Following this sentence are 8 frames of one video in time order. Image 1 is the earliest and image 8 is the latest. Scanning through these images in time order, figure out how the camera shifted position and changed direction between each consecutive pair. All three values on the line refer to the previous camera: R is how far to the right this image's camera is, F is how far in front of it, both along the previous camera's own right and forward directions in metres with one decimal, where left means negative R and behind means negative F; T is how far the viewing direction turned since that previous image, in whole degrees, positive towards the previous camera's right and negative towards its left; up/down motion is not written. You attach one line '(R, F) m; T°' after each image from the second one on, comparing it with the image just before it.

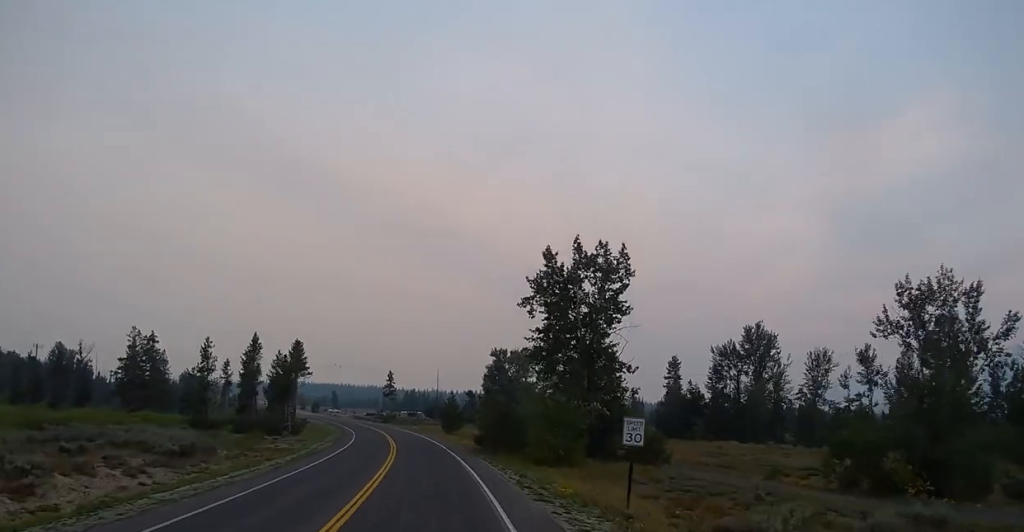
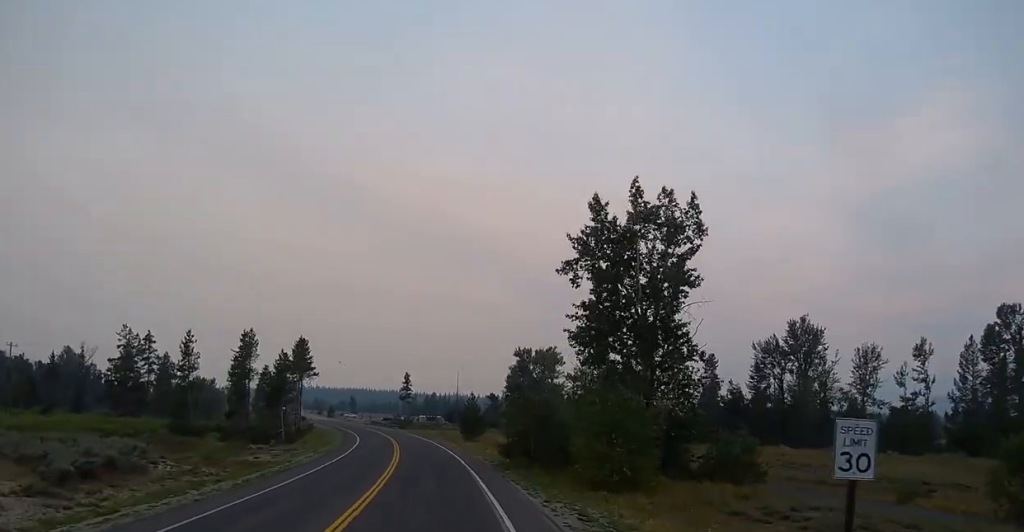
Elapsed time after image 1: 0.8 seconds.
(-0.2, +11.0) m; -2°
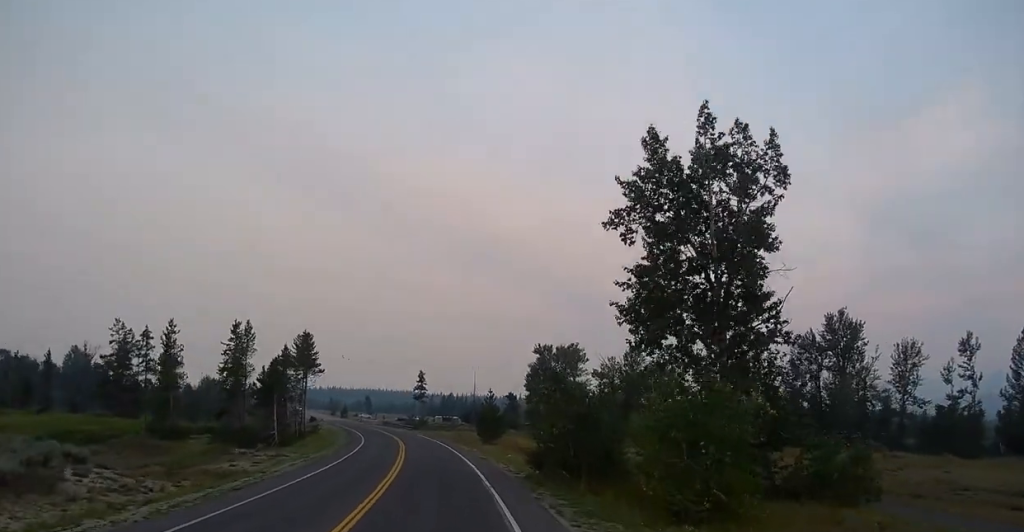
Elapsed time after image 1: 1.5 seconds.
(-0.1, +7.7) m; -1°
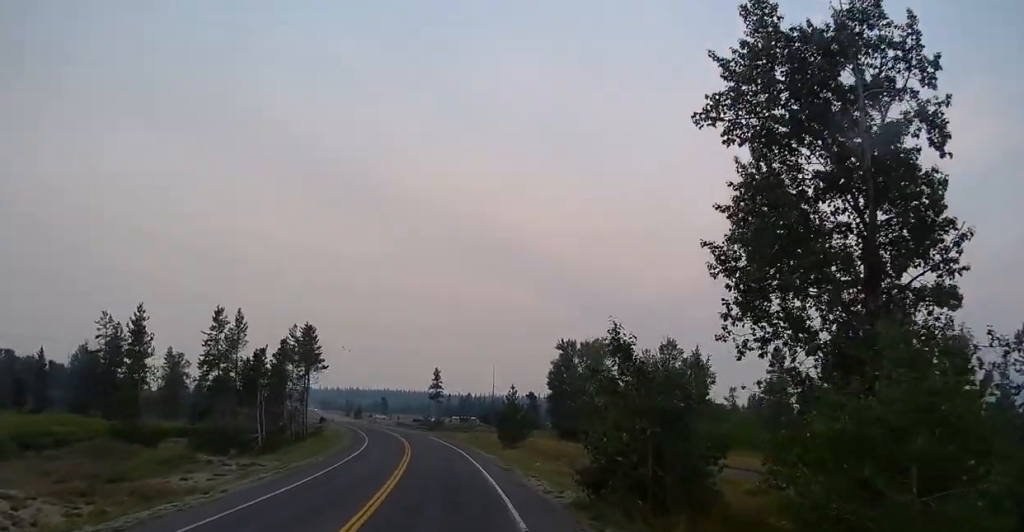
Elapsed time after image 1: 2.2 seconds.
(-0.1, +8.6) m; -1°
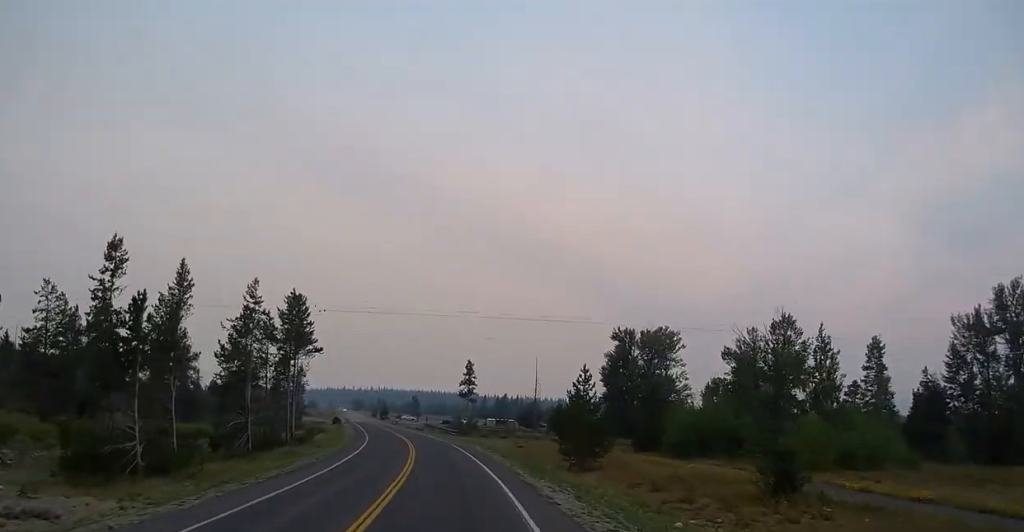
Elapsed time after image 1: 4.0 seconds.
(-0.8, +21.9) m; -4°
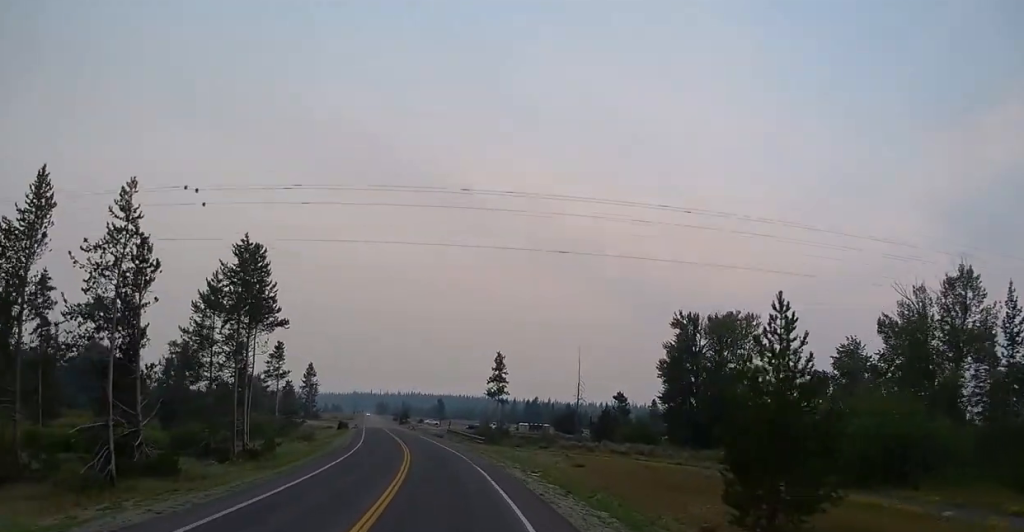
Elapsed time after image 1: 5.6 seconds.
(-0.3, +21.9) m; -1°
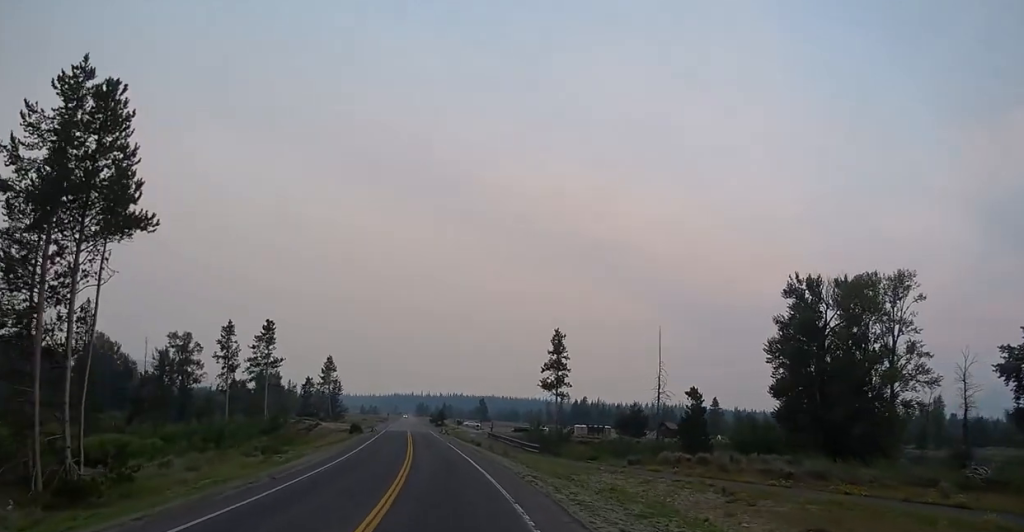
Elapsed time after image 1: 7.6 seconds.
(-1.0, +25.0) m; -6°
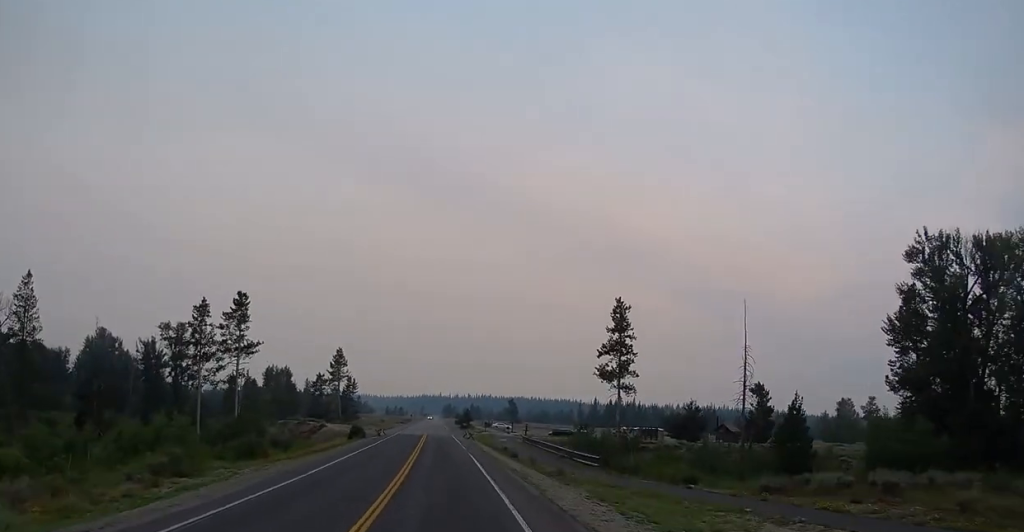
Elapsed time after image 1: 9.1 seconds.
(-0.7, +19.0) m; -3°
